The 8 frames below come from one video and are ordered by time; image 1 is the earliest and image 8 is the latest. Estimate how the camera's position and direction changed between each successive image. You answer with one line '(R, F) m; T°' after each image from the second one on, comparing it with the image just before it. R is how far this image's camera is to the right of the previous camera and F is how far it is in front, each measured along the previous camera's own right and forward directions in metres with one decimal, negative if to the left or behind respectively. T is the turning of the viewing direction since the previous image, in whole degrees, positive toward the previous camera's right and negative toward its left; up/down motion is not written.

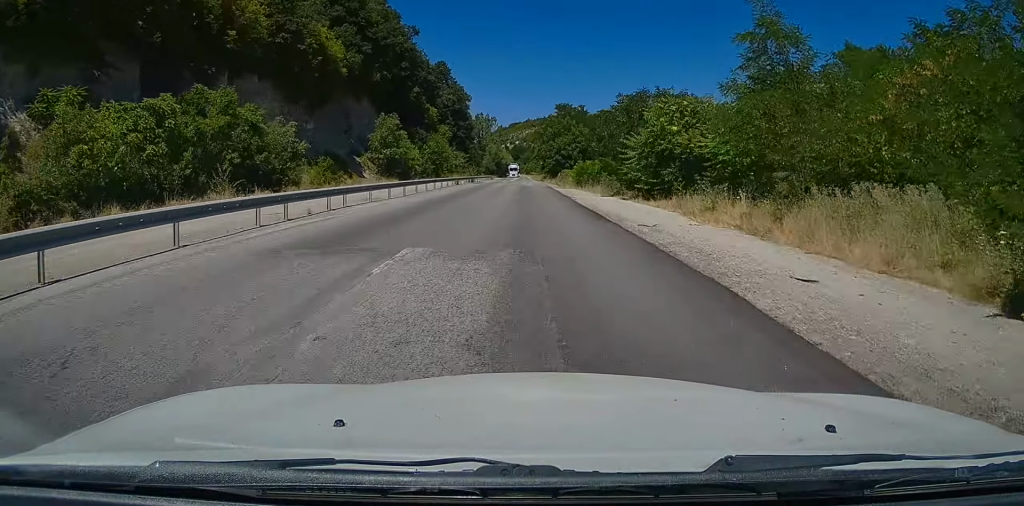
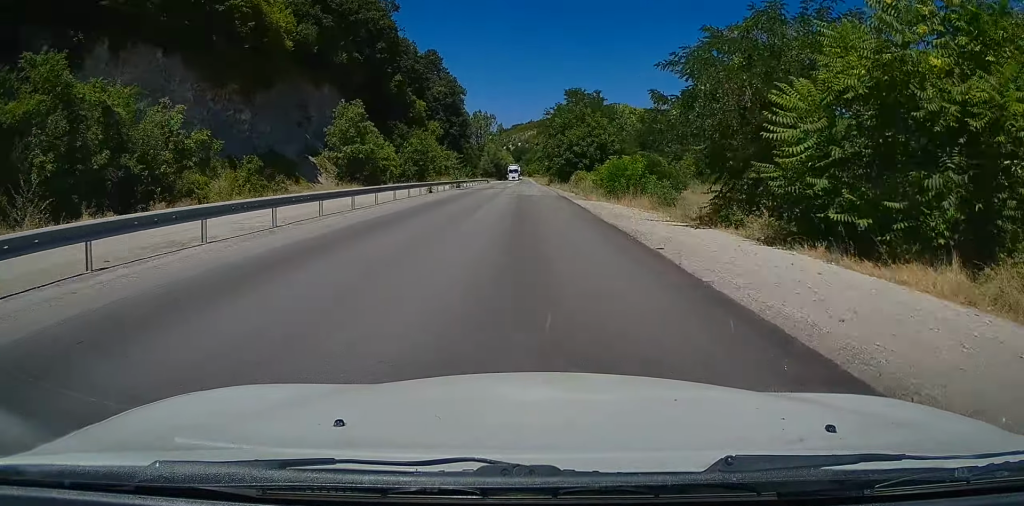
(-0.1, +18.7) m; 0°
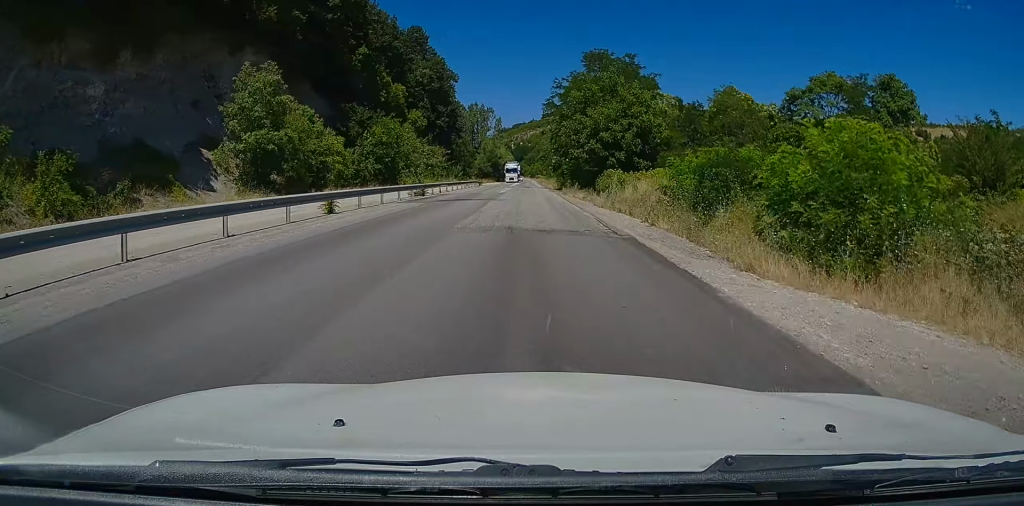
(0.0, +22.9) m; 0°
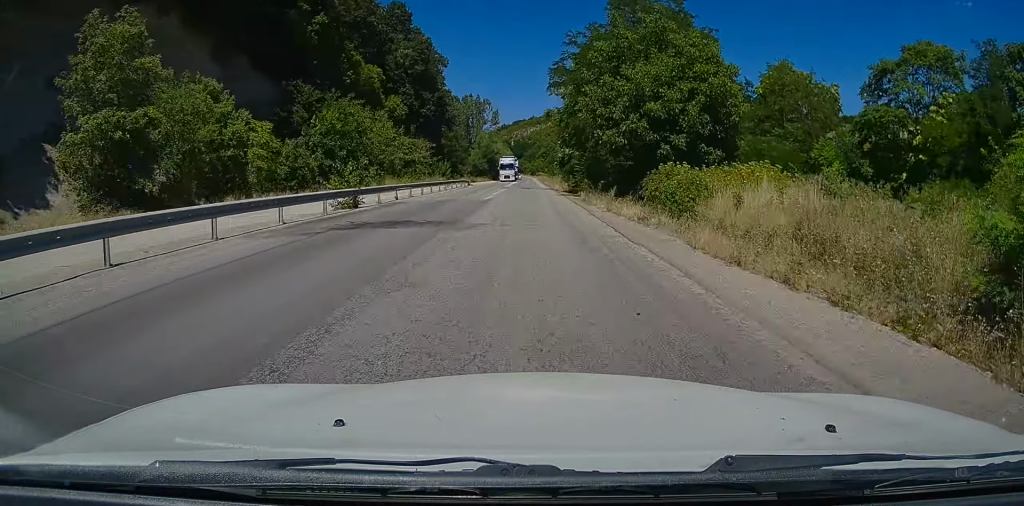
(0.0, +16.5) m; 0°
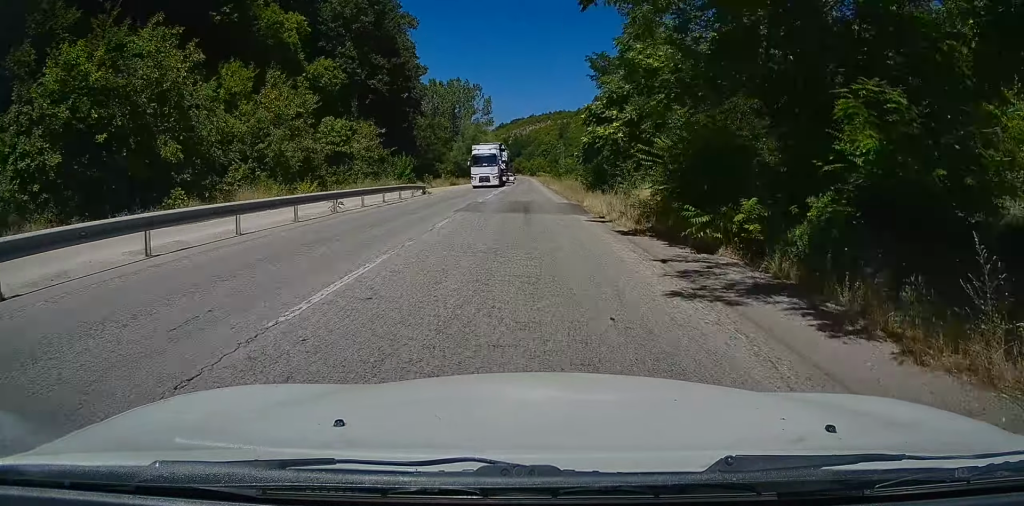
(0.0, +30.7) m; 0°
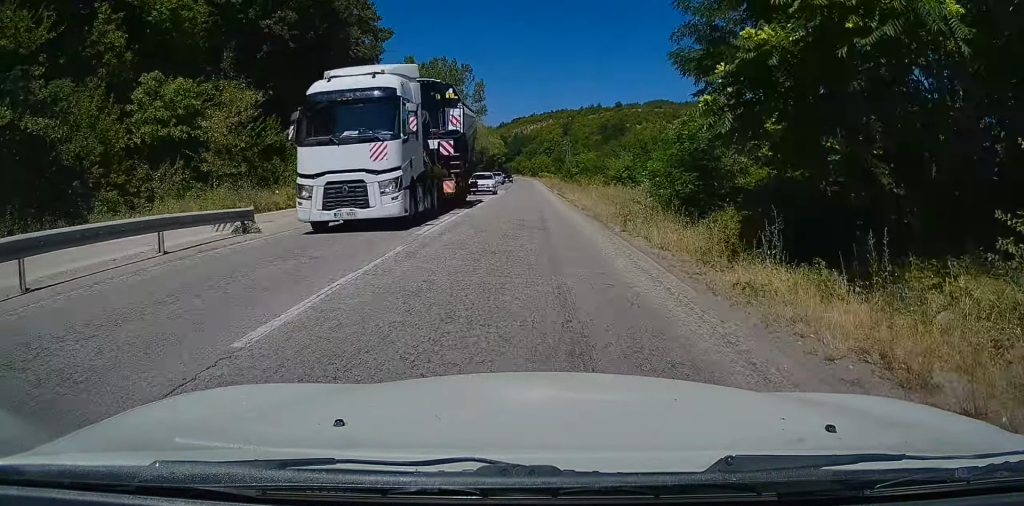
(-0.1, +27.4) m; 0°
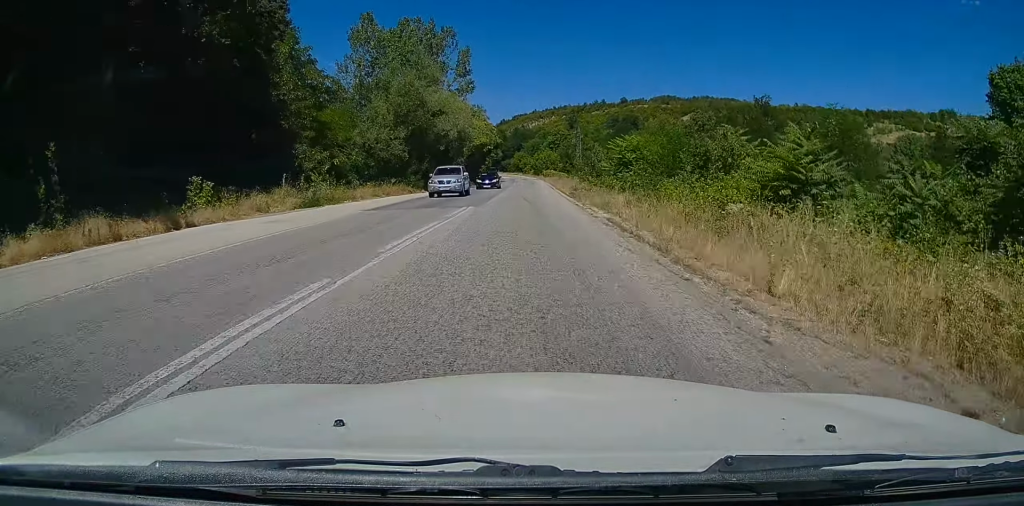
(+0.2, +30.0) m; 0°
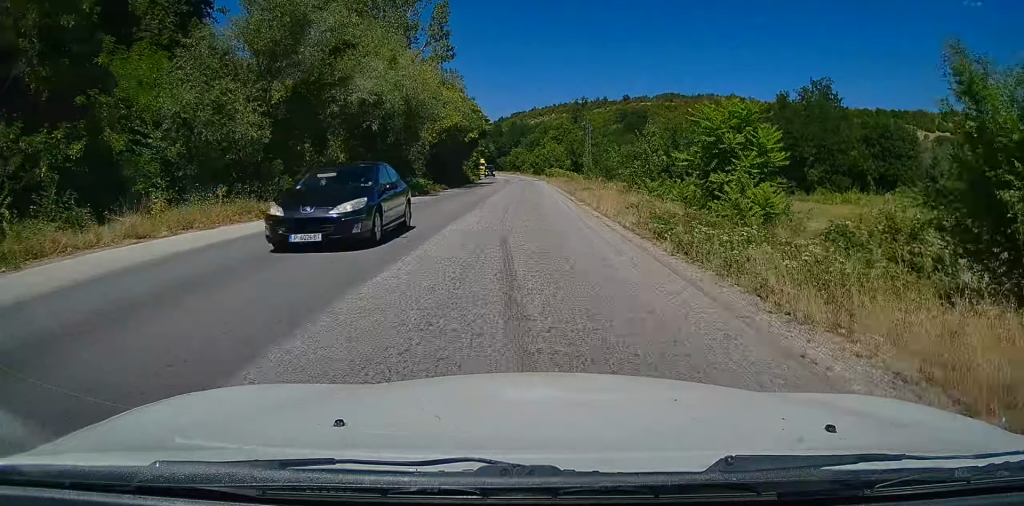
(-0.1, +24.2) m; 0°
